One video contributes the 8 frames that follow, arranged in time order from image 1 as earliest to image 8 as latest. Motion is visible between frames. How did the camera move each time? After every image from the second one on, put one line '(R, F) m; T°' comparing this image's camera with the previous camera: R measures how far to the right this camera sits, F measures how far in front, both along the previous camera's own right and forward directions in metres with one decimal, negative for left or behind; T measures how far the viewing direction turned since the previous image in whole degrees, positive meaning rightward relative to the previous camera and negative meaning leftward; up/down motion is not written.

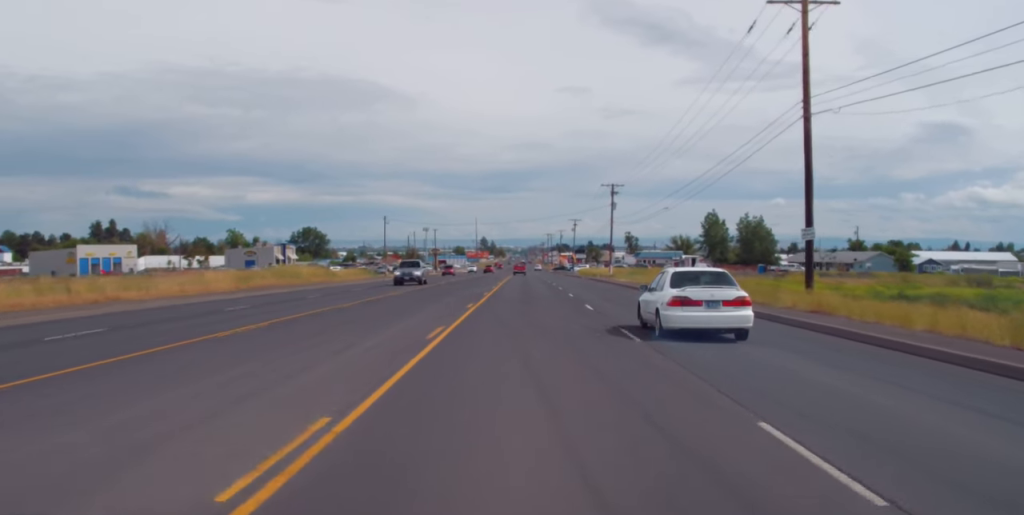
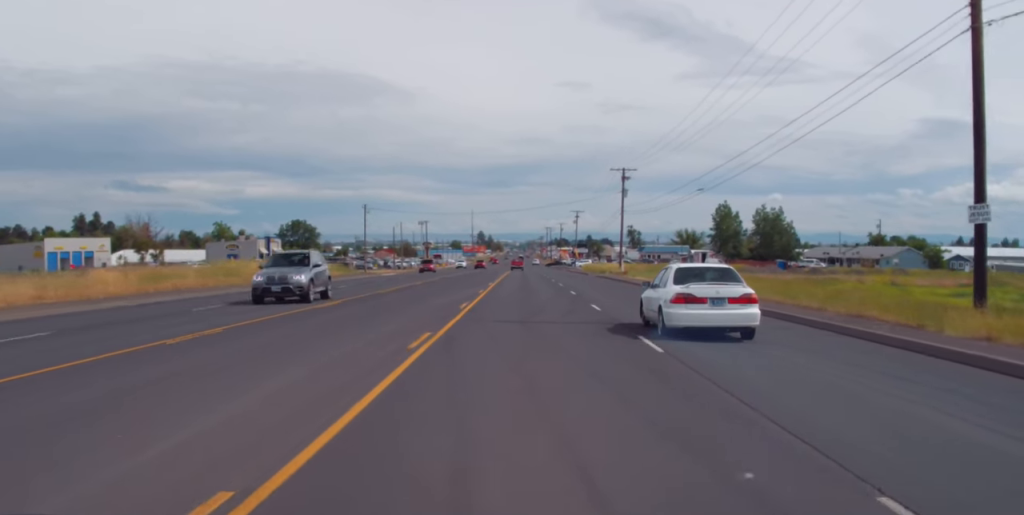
(0.0, +15.1) m; 0°
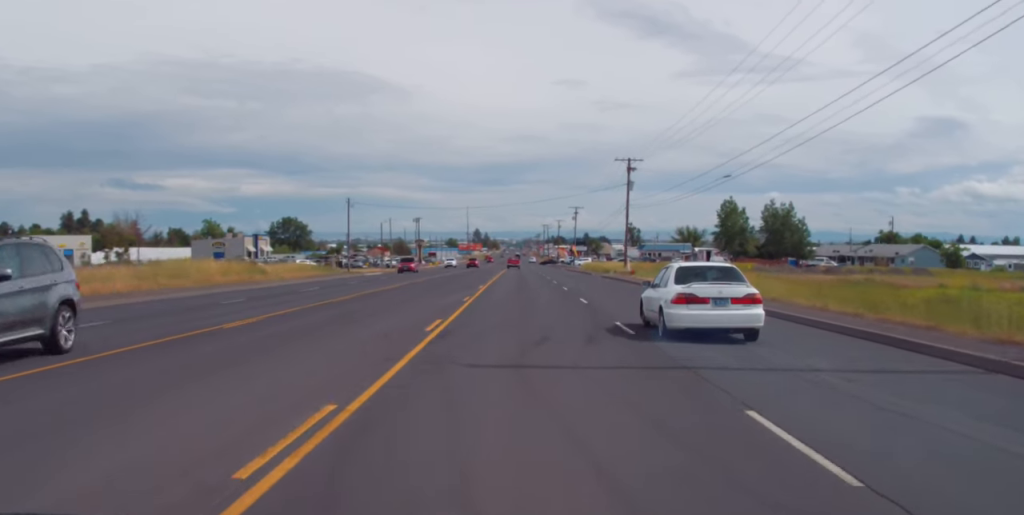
(0.0, +8.7) m; 0°
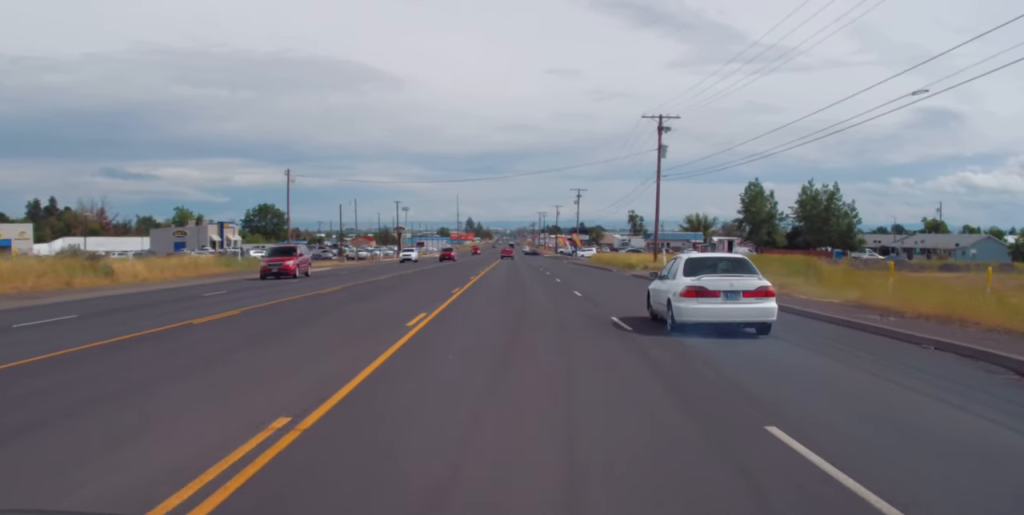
(-0.2, +24.9) m; 0°
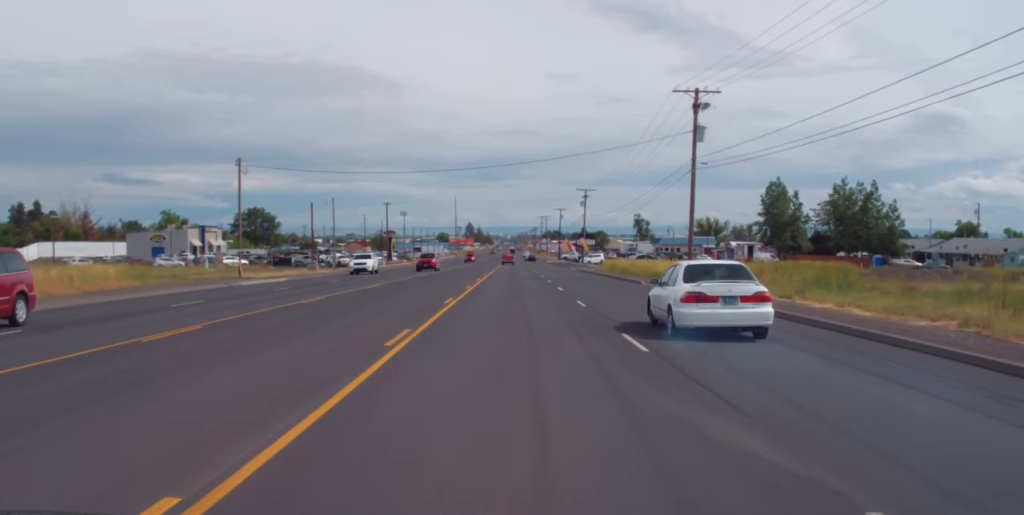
(+0.1, +14.5) m; +1°
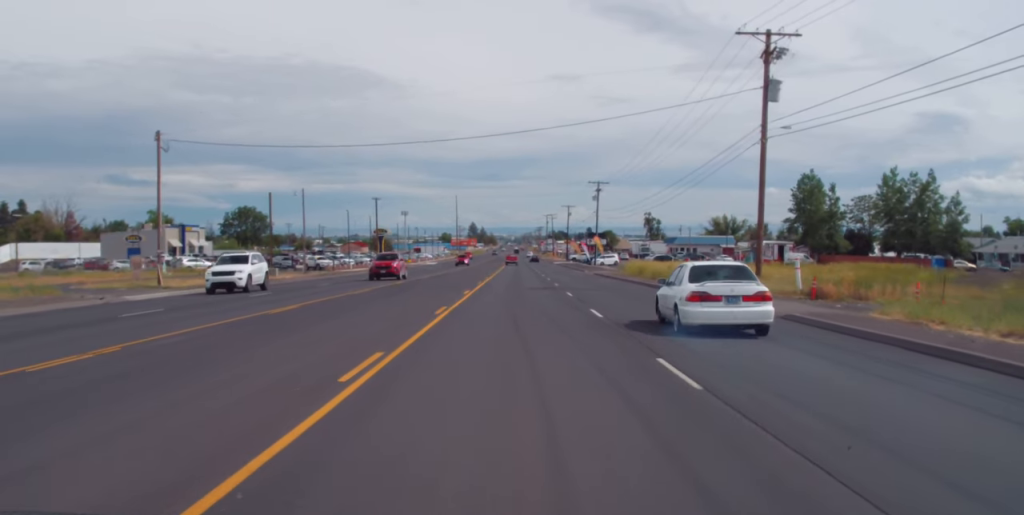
(+0.3, +16.1) m; -1°
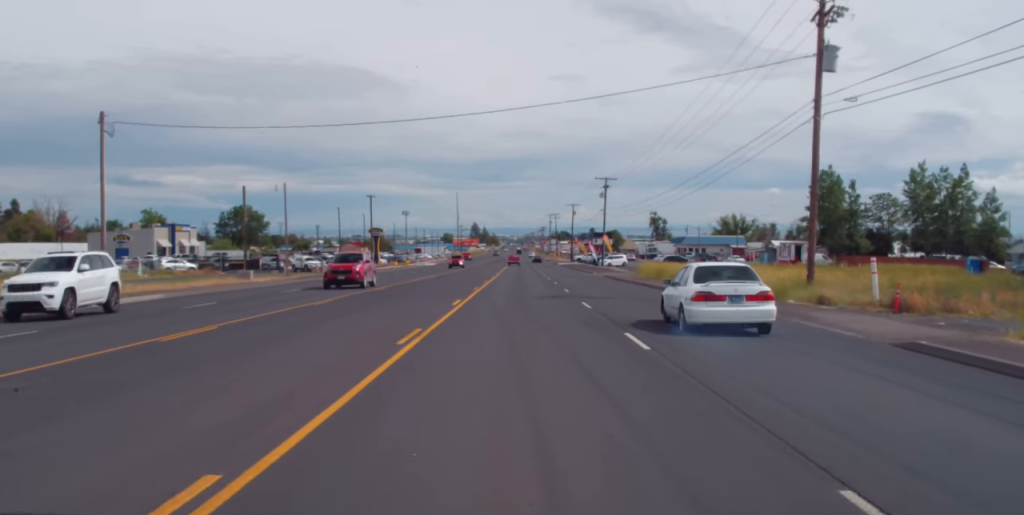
(-0.2, +7.5) m; -1°
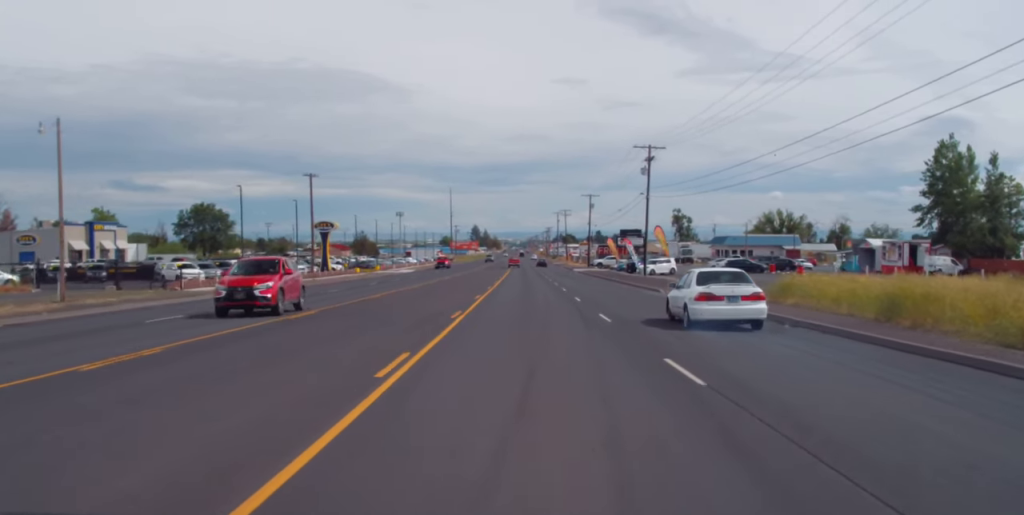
(0.0, +40.4) m; +1°
